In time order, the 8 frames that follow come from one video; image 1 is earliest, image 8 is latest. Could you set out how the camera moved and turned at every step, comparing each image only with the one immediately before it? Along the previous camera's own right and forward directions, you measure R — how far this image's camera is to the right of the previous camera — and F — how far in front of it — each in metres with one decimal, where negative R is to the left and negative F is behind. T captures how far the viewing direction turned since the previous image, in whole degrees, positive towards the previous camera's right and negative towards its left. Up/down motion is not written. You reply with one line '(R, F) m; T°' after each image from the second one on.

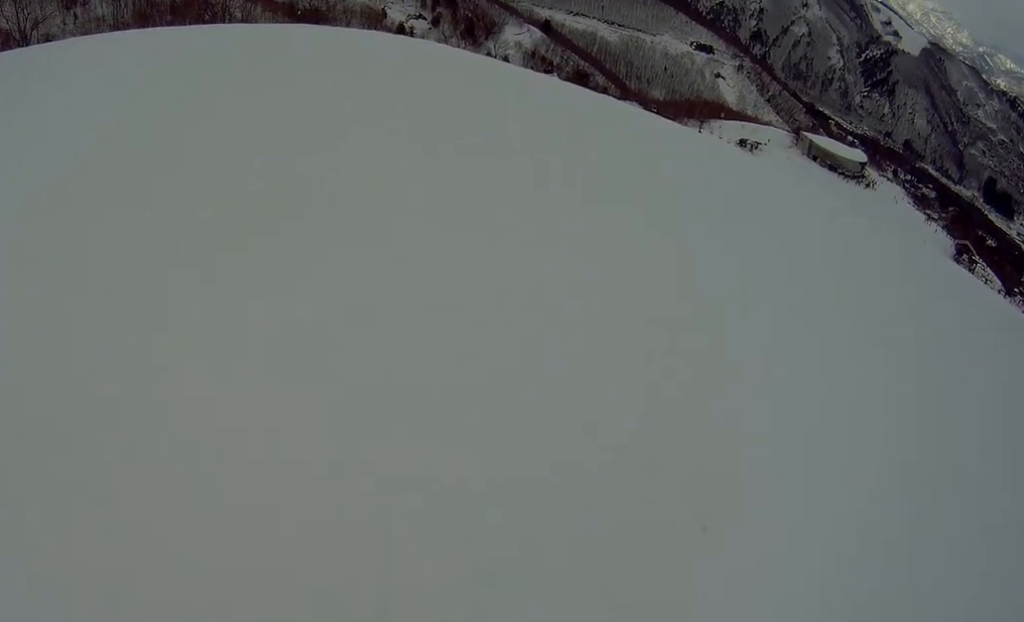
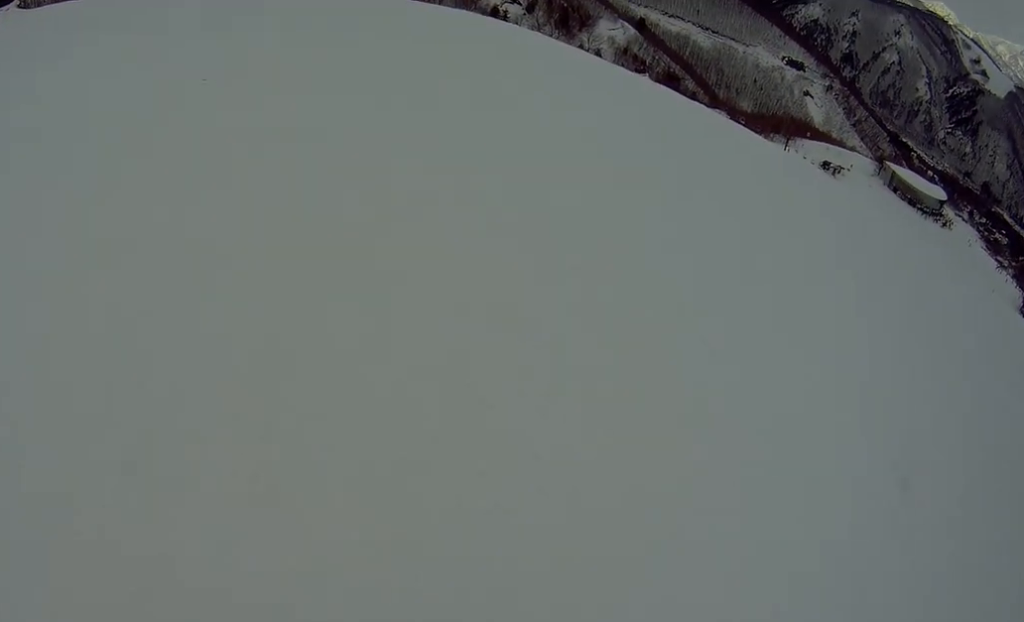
(0.0, +1.8) m; +2°
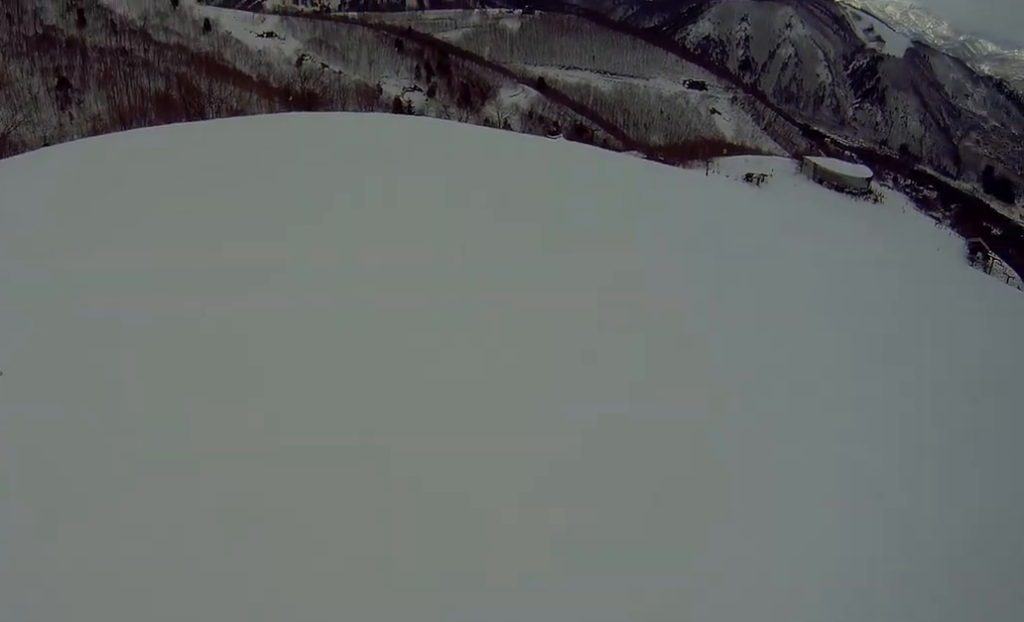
(-0.1, +3.7) m; +24°
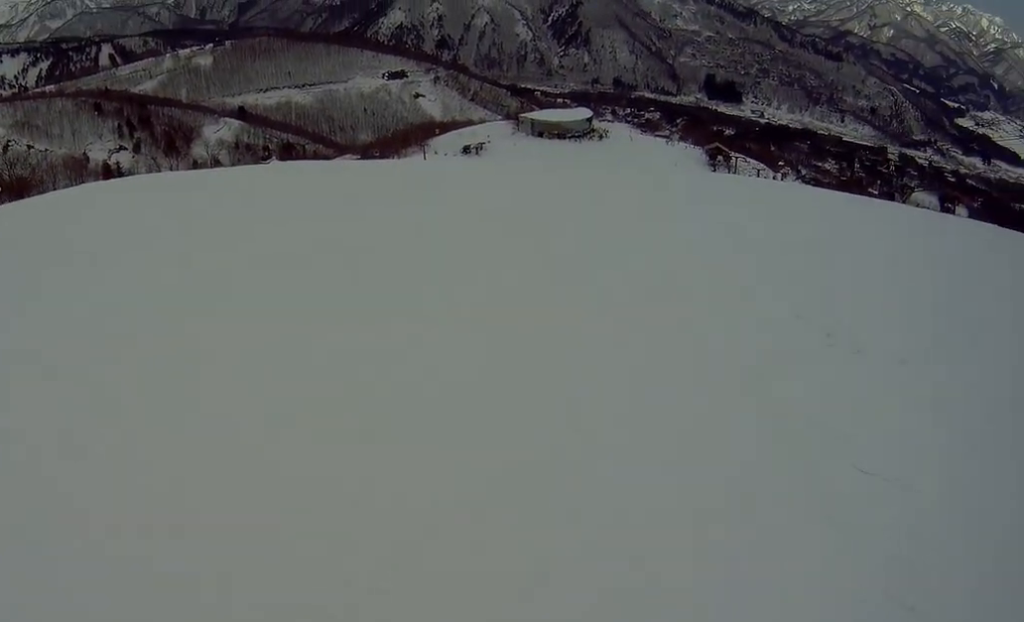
(+0.8, +2.3) m; +21°
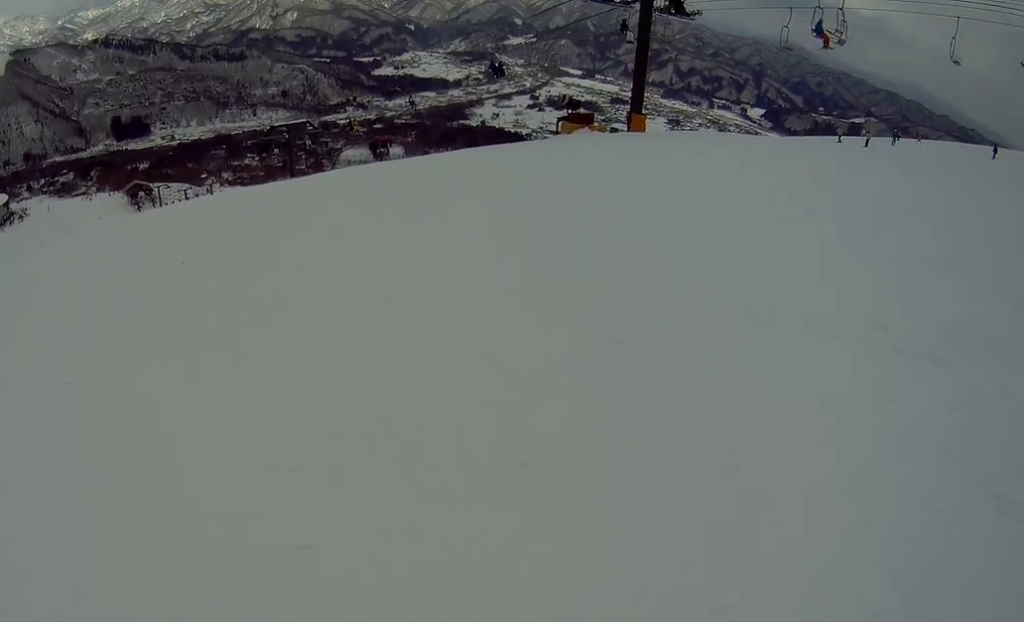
(+4.1, +8.5) m; +19°
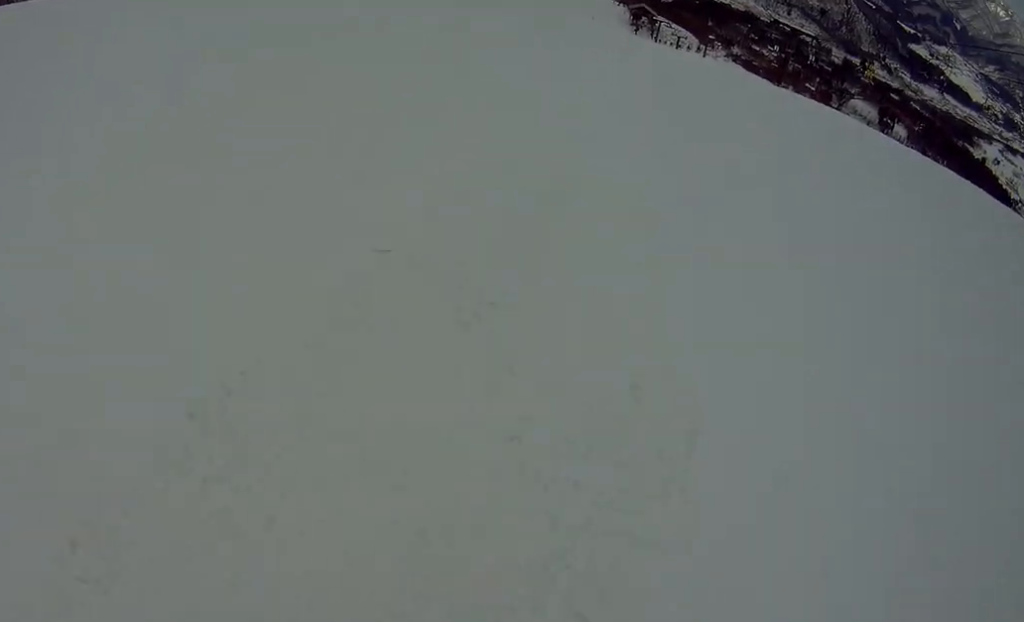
(-2.7, +8.1) m; -46°
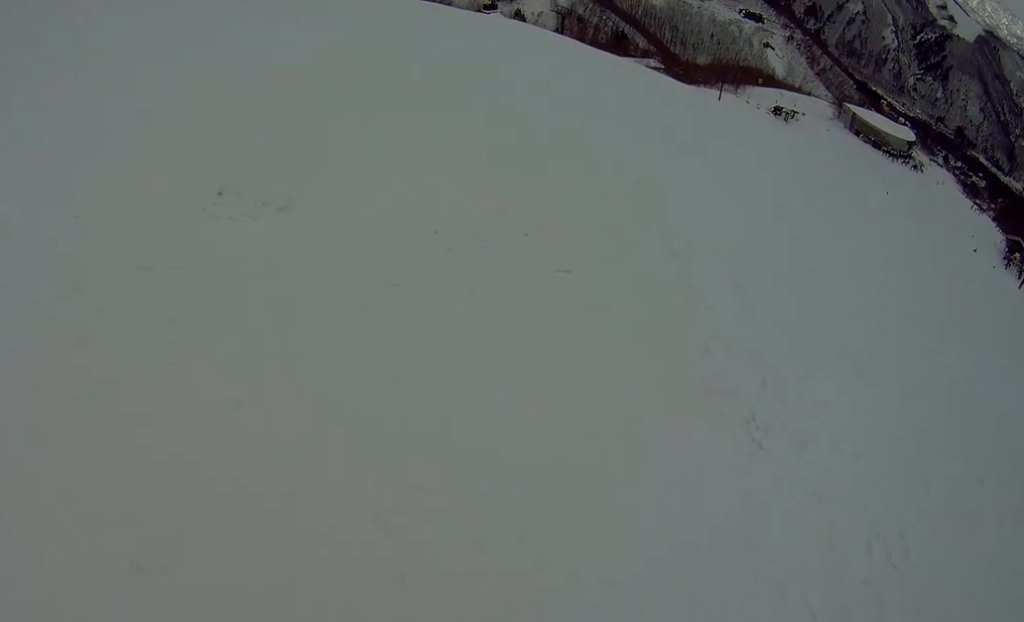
(-1.3, +6.6) m; +4°
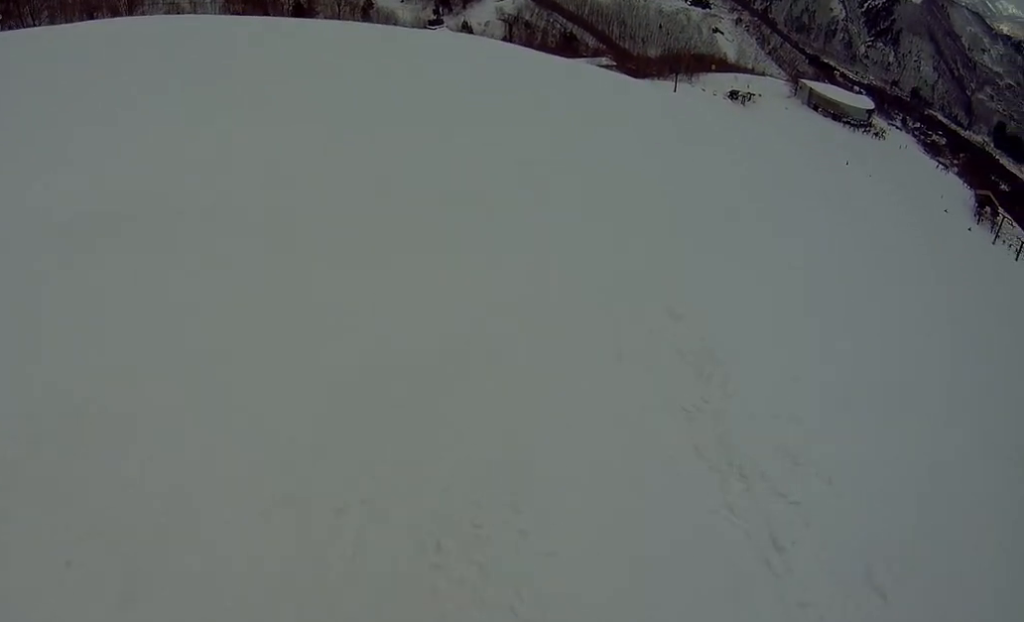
(+0.3, +2.5) m; +11°
